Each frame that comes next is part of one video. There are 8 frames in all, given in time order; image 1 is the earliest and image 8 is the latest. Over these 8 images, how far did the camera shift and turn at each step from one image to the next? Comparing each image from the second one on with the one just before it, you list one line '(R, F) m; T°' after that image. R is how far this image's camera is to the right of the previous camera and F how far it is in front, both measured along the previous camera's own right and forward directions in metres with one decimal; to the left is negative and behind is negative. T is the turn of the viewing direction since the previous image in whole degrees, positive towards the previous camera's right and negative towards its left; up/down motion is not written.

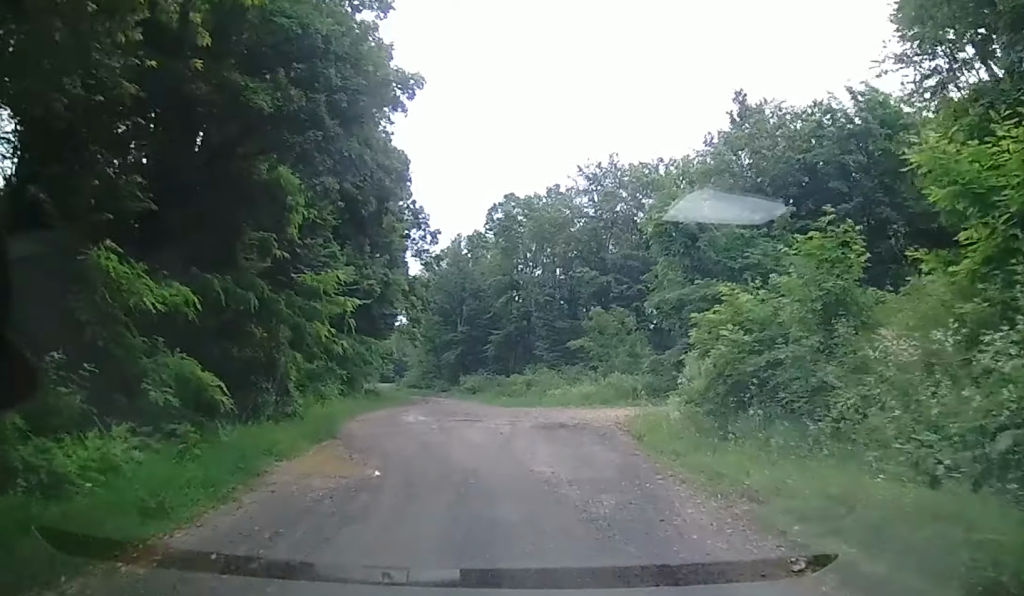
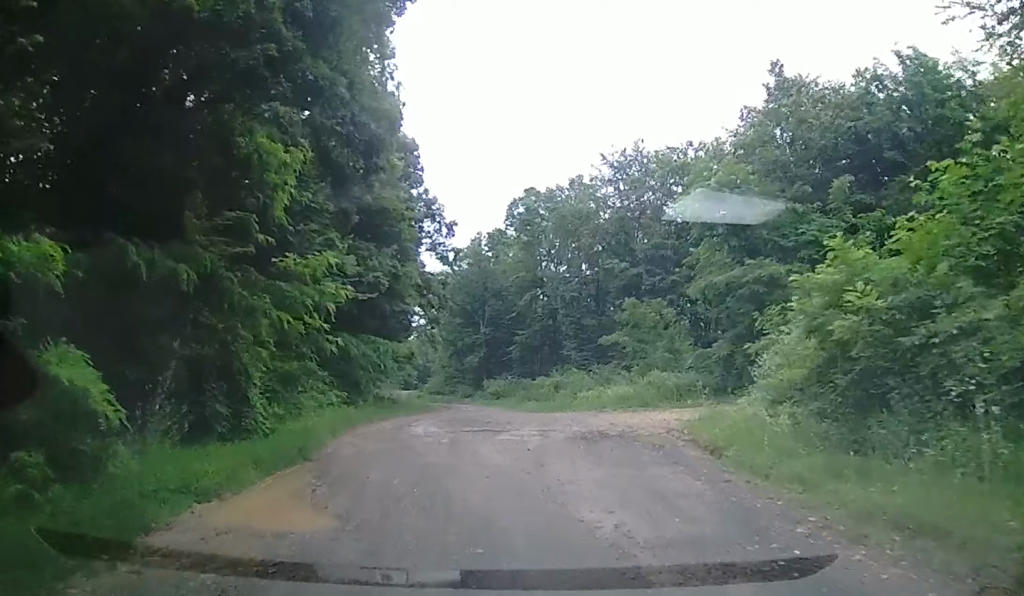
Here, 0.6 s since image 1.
(-0.1, +4.4) m; -1°
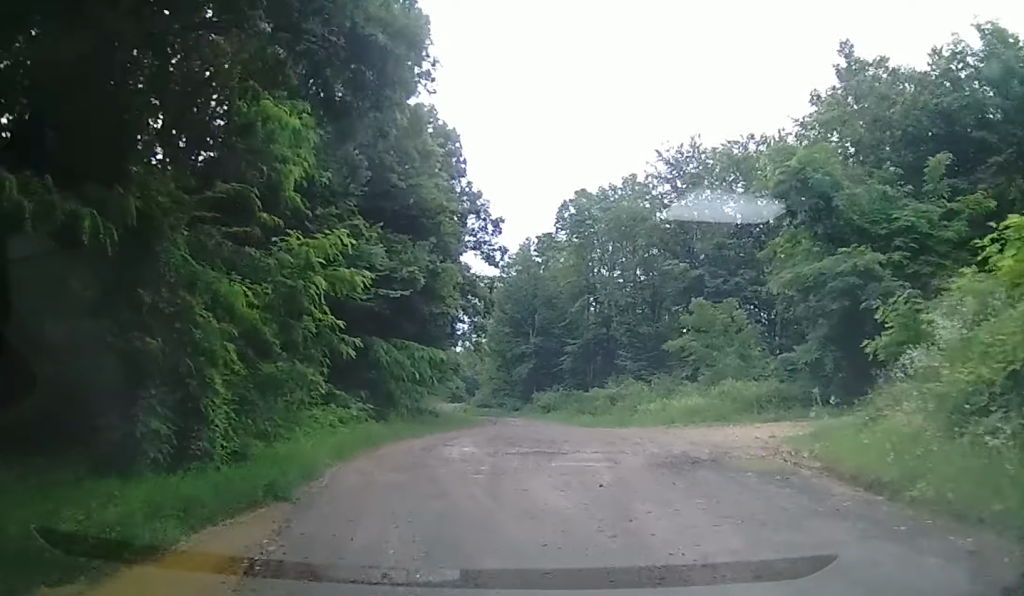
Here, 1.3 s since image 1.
(0.0, +4.4) m; 0°
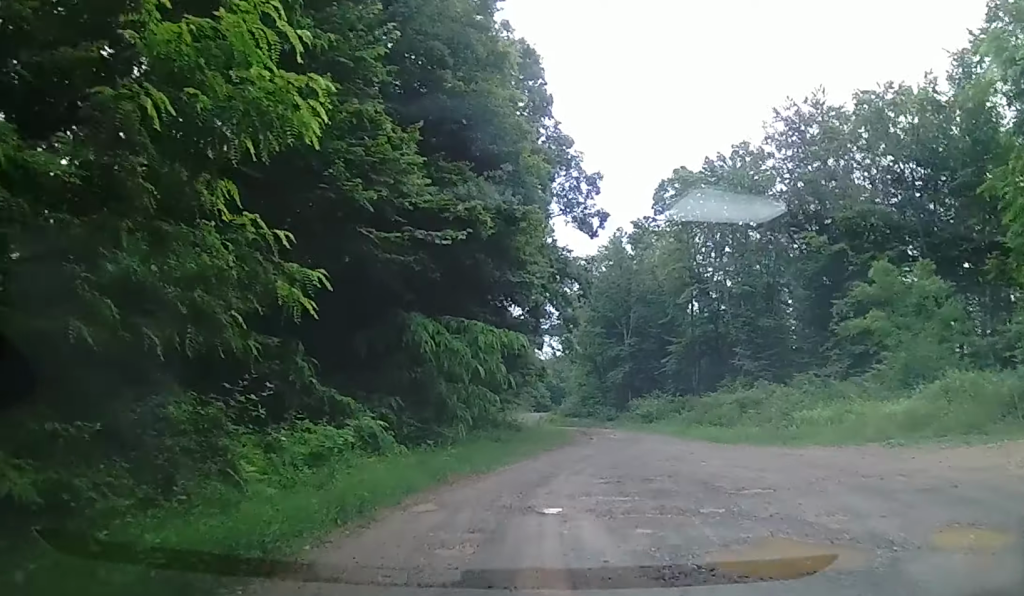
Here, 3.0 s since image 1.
(-0.4, +11.5) m; -14°
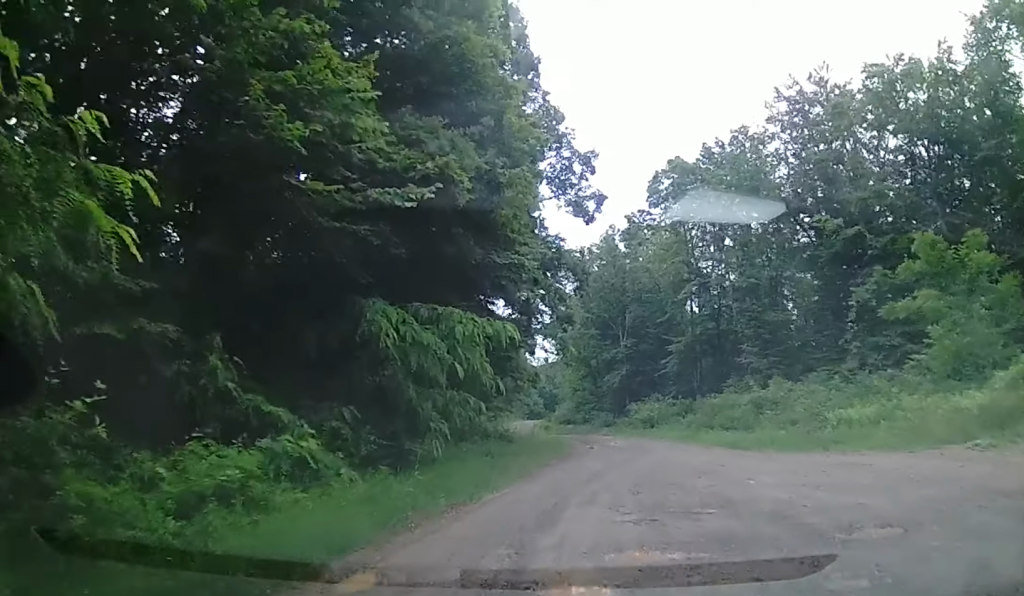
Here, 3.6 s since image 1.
(-1.0, +3.9) m; 0°
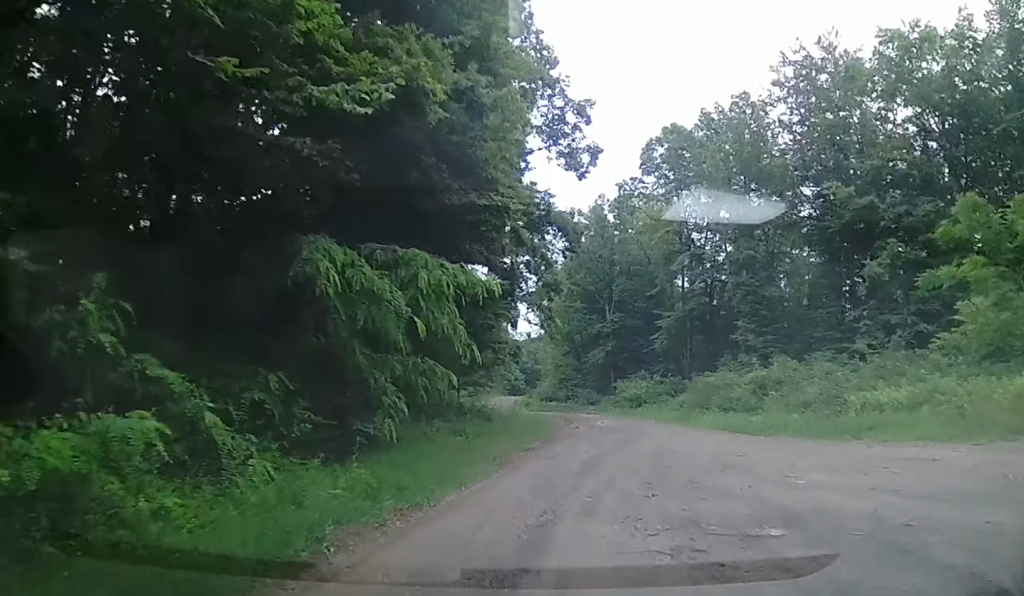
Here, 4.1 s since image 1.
(0.0, +3.1) m; +4°
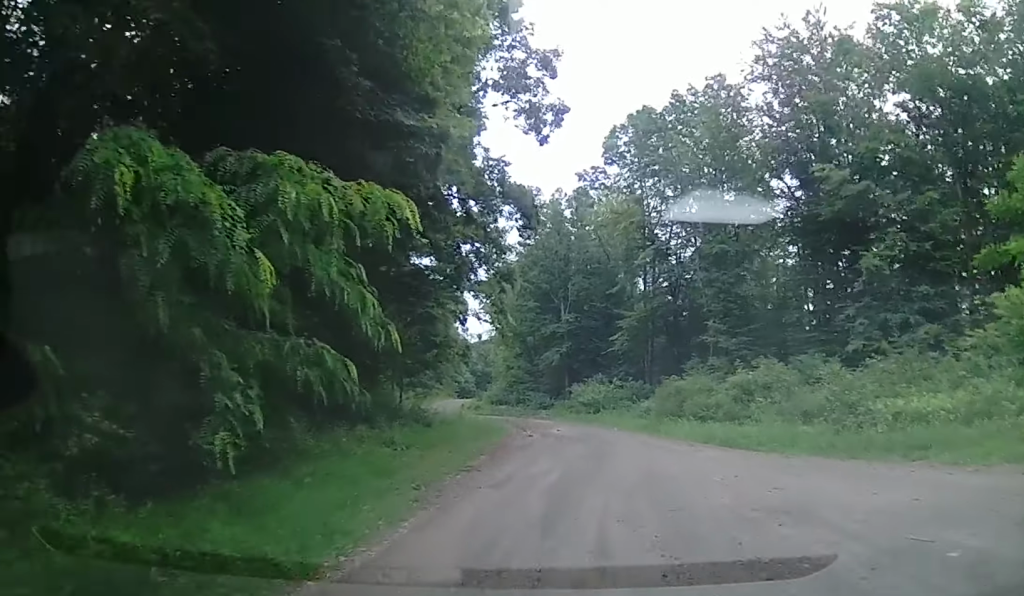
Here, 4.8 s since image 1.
(+0.8, +4.7) m; +11°
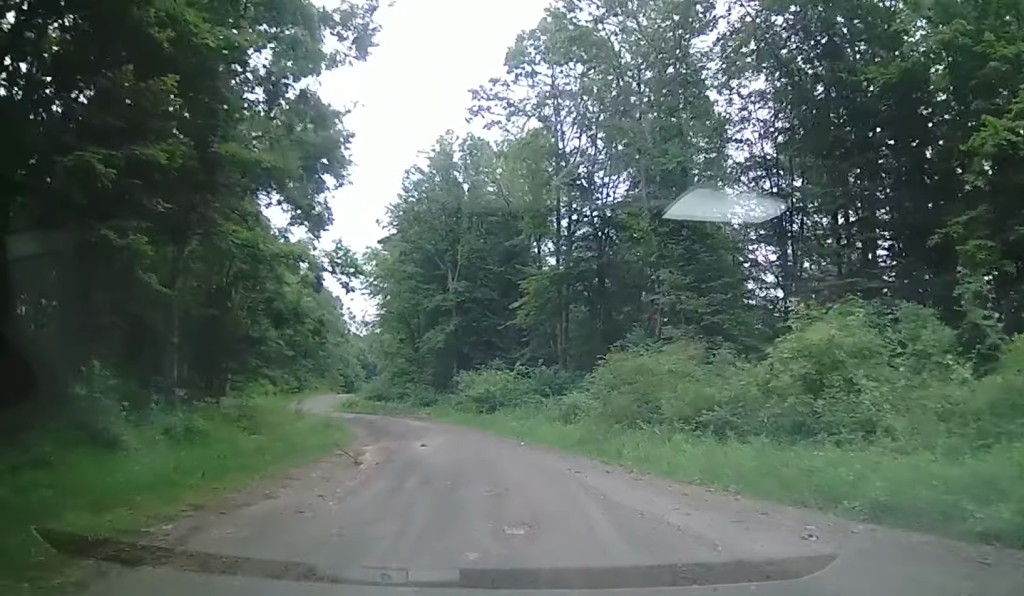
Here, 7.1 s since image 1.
(+0.3, +16.1) m; 0°
